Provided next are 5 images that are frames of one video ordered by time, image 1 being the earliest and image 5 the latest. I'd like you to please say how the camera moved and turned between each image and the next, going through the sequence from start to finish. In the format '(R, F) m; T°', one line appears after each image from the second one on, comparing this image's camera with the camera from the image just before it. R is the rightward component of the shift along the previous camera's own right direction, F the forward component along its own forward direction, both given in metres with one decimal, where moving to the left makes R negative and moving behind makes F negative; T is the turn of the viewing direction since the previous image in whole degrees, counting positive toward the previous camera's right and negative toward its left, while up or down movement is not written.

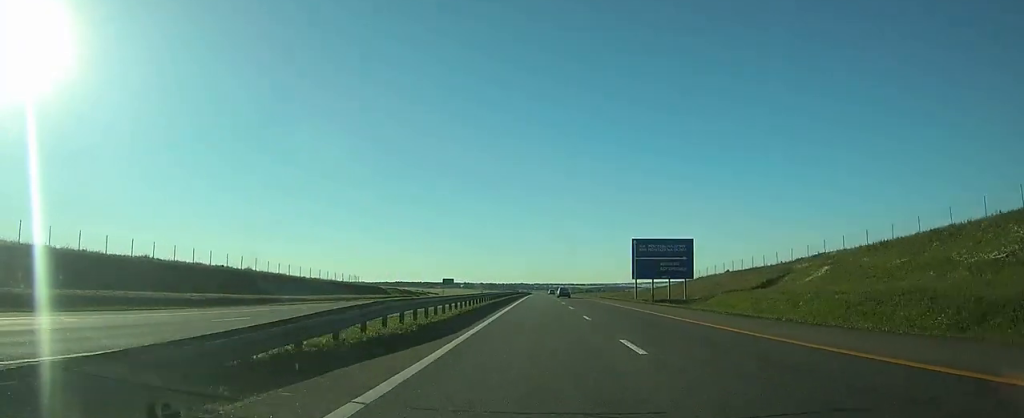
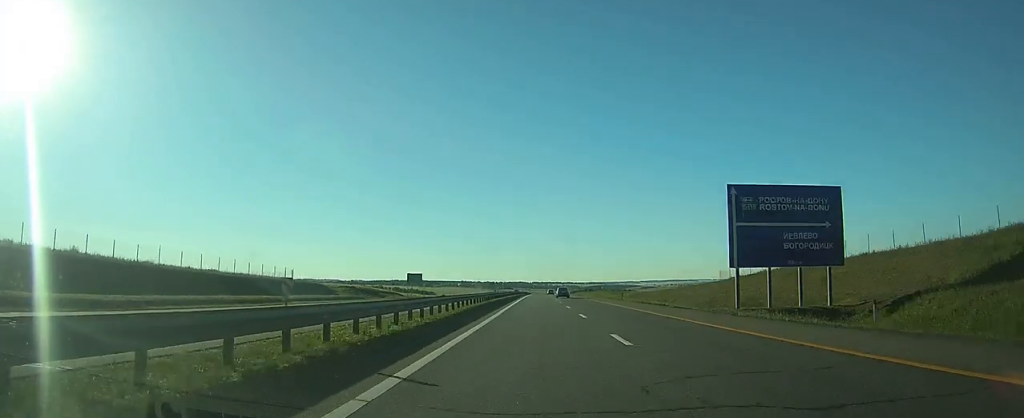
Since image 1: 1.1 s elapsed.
(+0.1, +33.8) m; 0°
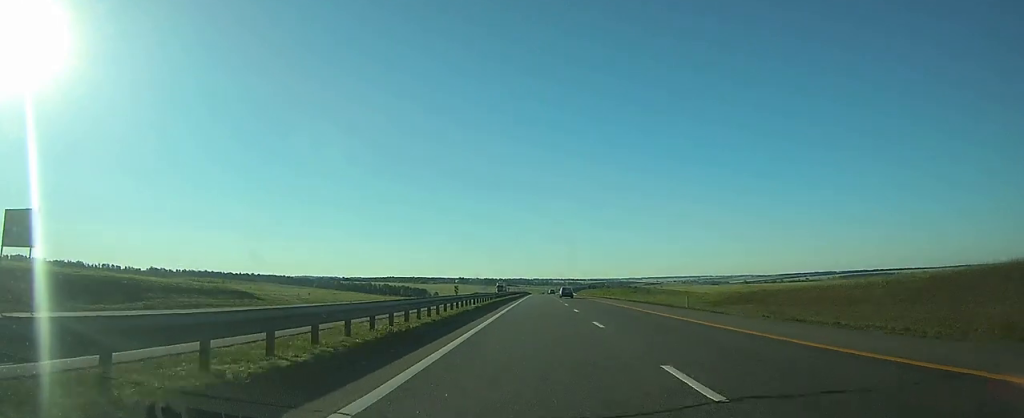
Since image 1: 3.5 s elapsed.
(+0.2, +77.5) m; 0°
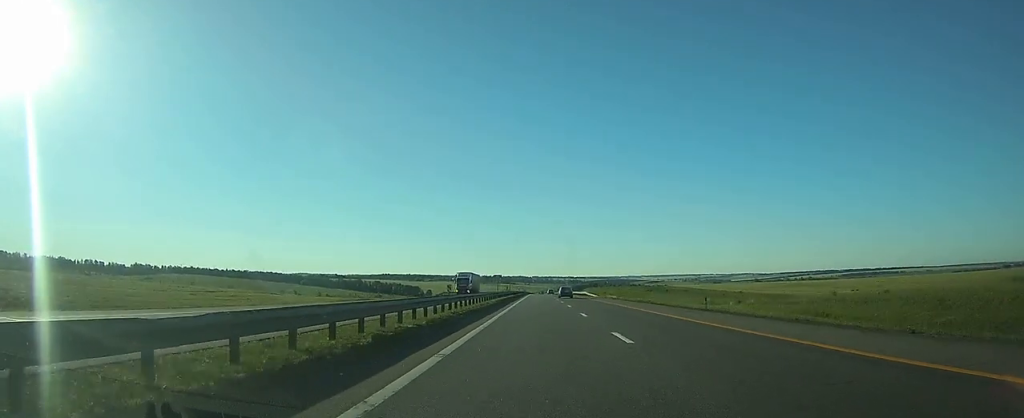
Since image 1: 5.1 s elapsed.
(+0.1, +52.6) m; 0°
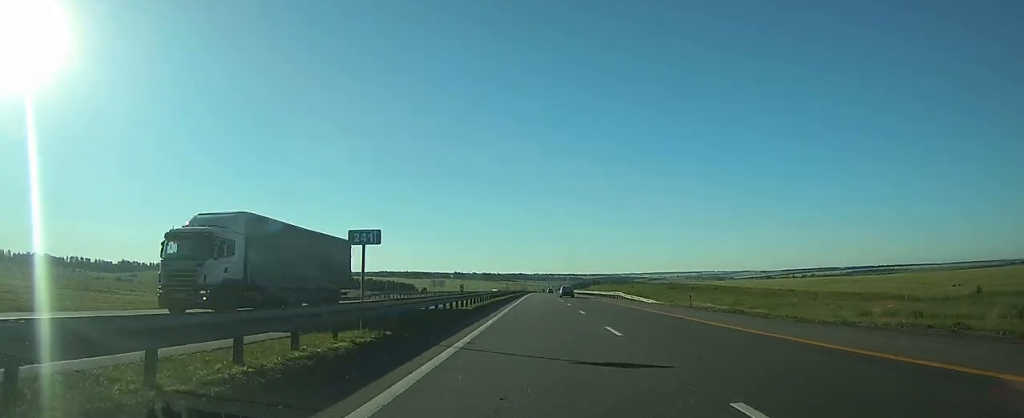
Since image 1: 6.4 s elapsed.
(-0.1, +45.5) m; 0°
